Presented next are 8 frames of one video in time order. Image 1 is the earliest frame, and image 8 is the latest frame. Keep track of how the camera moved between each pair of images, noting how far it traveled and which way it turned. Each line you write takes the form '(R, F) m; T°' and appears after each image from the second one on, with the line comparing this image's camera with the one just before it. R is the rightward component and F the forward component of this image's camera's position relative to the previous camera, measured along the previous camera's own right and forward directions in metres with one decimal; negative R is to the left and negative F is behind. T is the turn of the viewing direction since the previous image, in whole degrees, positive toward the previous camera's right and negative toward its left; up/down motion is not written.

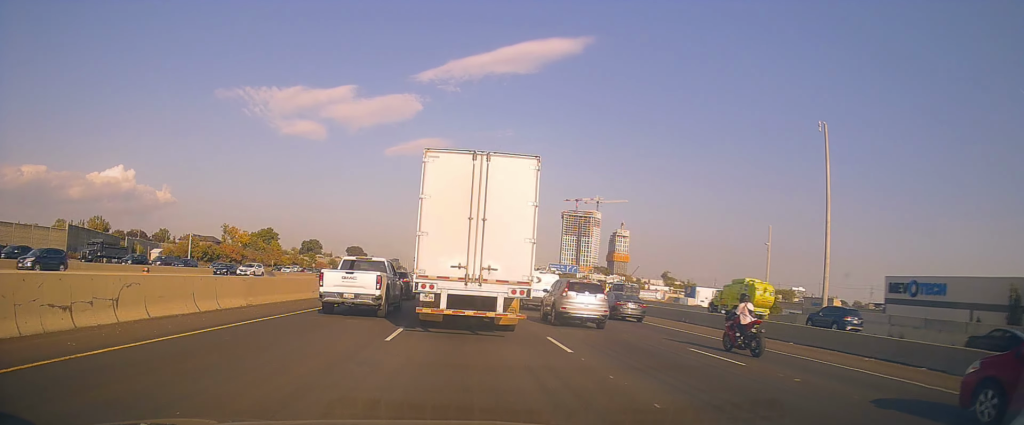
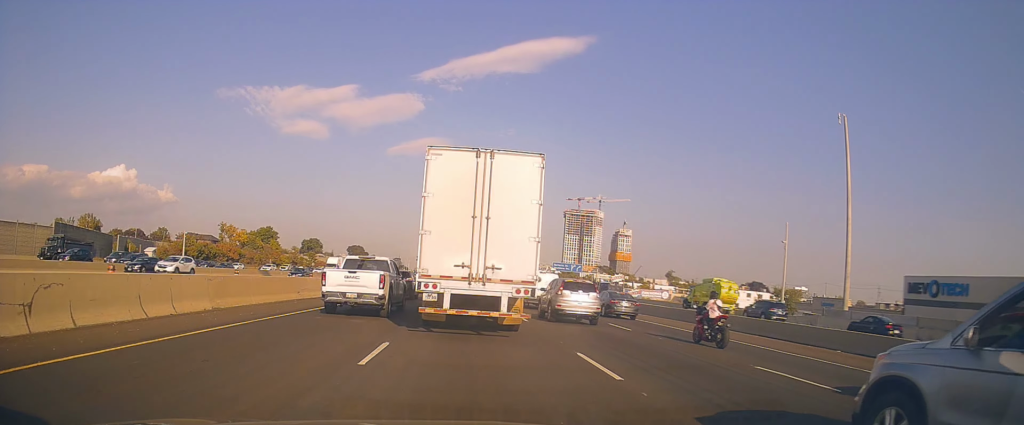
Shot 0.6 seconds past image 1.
(0.0, +3.3) m; +2°
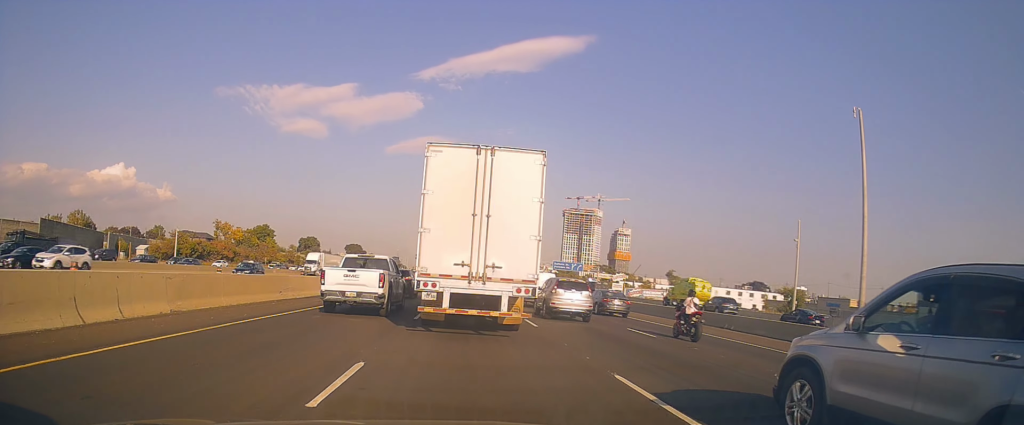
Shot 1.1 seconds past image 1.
(+0.3, +2.7) m; 0°
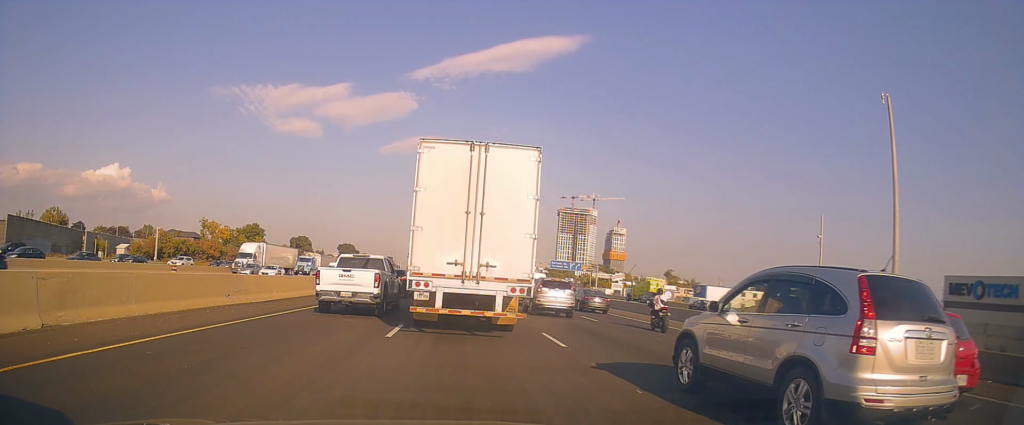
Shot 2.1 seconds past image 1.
(-0.3, +5.4) m; -1°
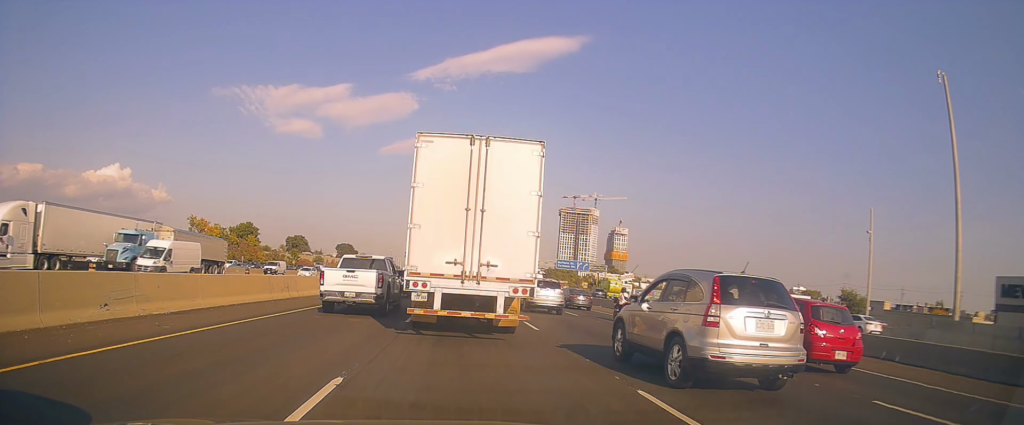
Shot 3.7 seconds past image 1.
(+0.4, +7.8) m; +5°
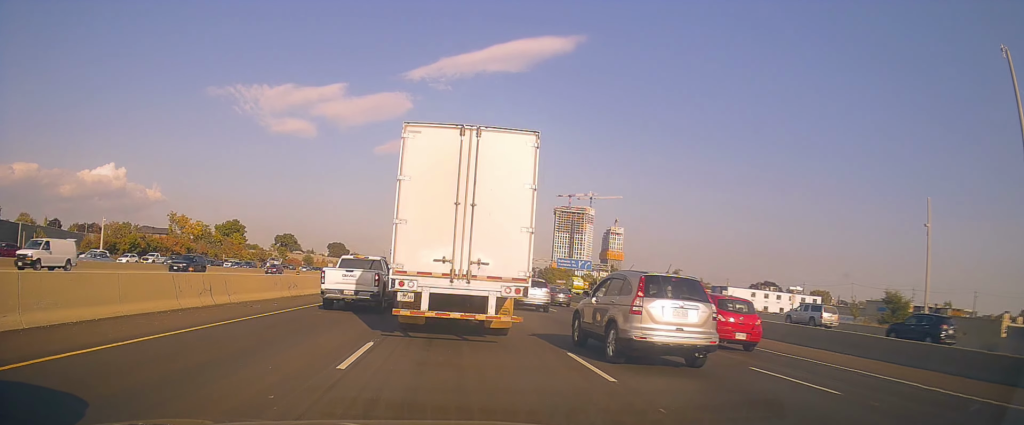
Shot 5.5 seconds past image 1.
(+0.1, +8.4) m; -1°
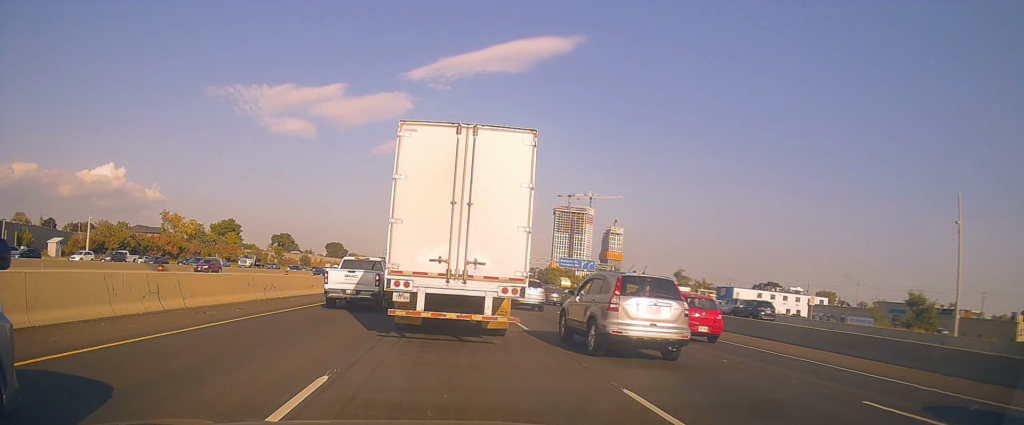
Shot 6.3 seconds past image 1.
(-0.2, +3.7) m; -1°
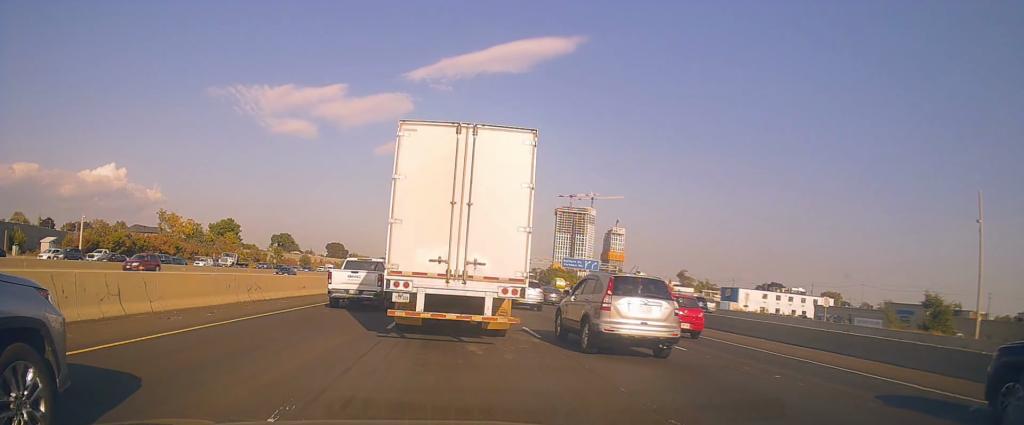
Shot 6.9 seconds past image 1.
(+0.1, +2.2) m; +4°
